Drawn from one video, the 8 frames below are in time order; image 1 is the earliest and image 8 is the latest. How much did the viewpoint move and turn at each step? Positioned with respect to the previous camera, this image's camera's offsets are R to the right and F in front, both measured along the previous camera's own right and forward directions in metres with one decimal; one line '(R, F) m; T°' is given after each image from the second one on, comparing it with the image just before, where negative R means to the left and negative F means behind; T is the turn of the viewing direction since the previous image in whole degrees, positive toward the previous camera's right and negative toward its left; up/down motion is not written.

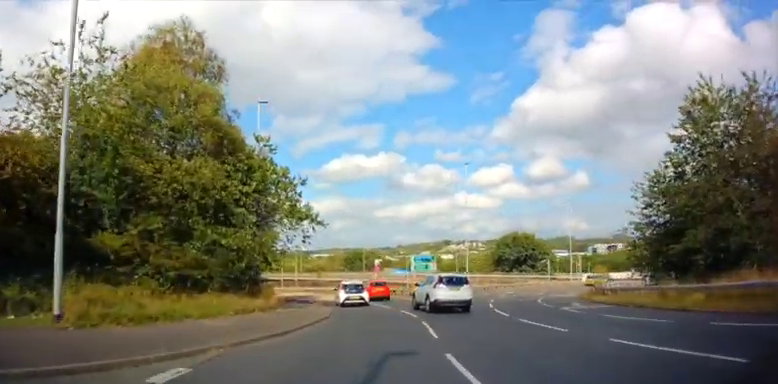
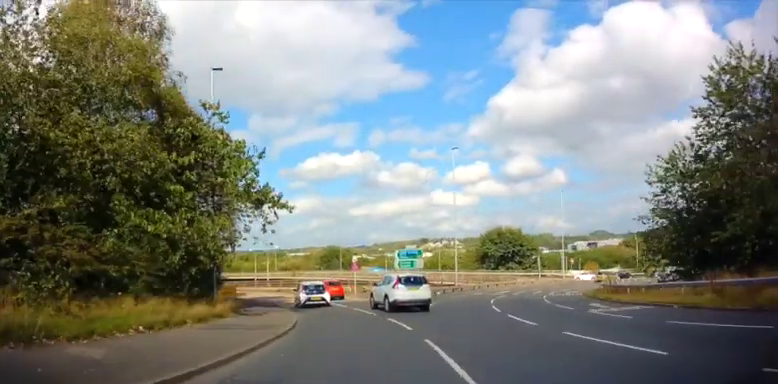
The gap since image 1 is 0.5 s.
(-0.1, +4.9) m; +2°
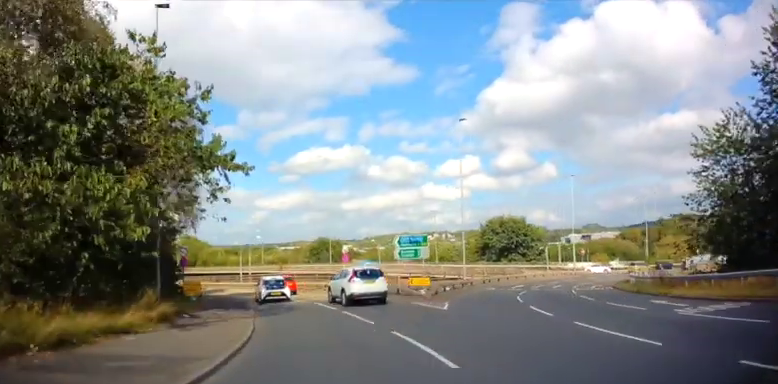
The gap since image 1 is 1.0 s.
(+0.7, +4.4) m; -3°
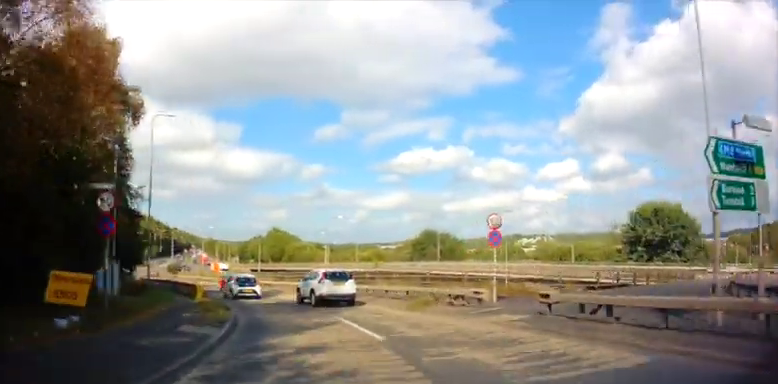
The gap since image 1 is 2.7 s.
(-1.2, +19.7) m; -1°
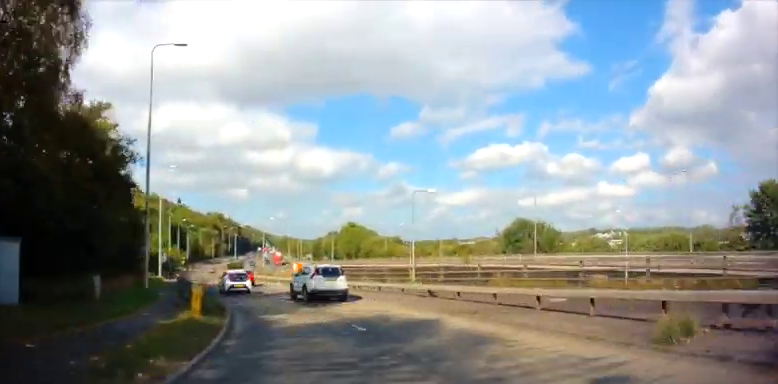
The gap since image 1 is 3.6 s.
(+0.9, +11.7) m; -2°
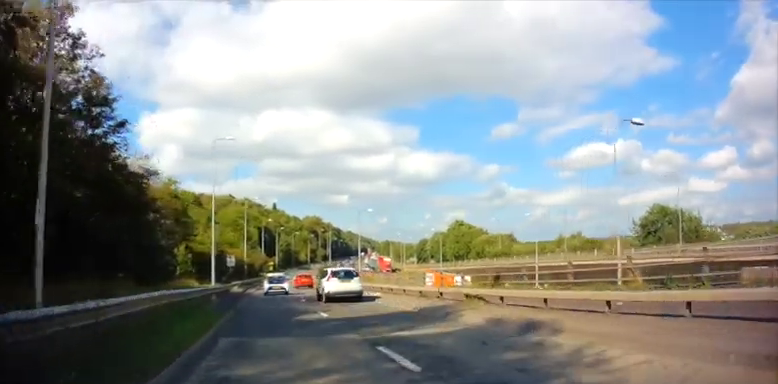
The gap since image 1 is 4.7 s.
(-1.9, +14.0) m; -14°
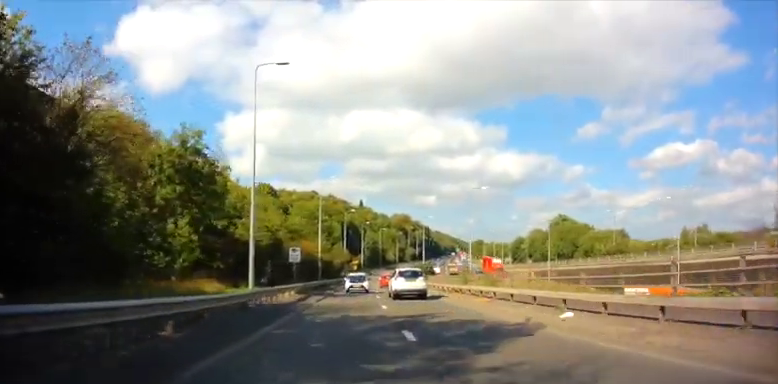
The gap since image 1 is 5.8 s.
(-1.5, +14.7) m; -8°
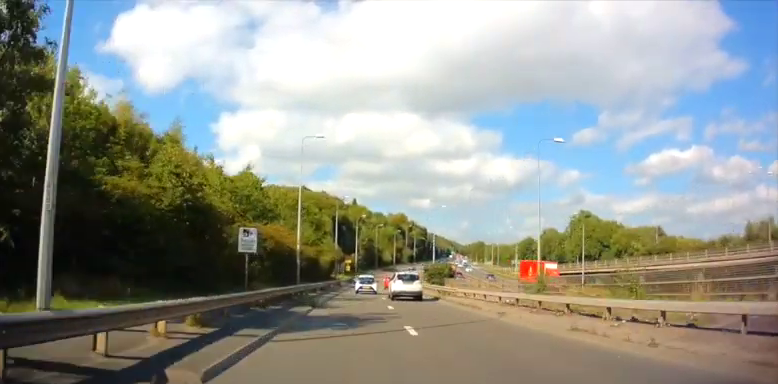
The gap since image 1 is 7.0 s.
(-0.4, +16.4) m; -2°
